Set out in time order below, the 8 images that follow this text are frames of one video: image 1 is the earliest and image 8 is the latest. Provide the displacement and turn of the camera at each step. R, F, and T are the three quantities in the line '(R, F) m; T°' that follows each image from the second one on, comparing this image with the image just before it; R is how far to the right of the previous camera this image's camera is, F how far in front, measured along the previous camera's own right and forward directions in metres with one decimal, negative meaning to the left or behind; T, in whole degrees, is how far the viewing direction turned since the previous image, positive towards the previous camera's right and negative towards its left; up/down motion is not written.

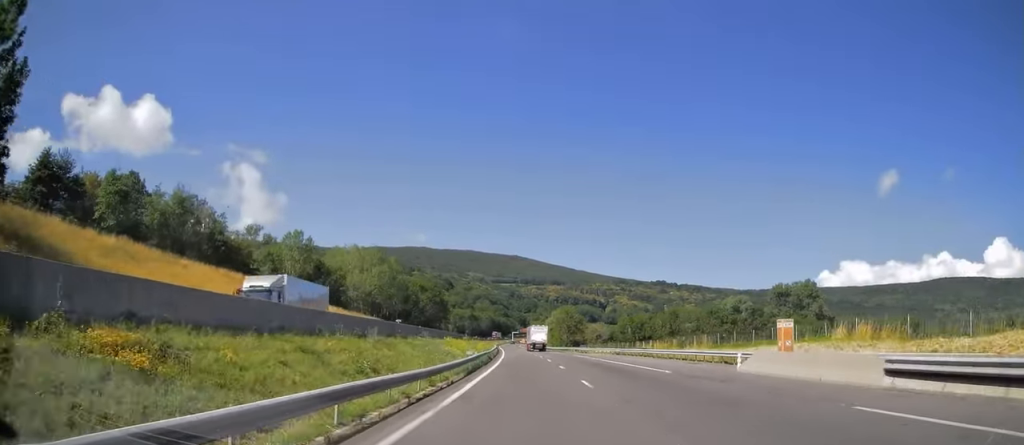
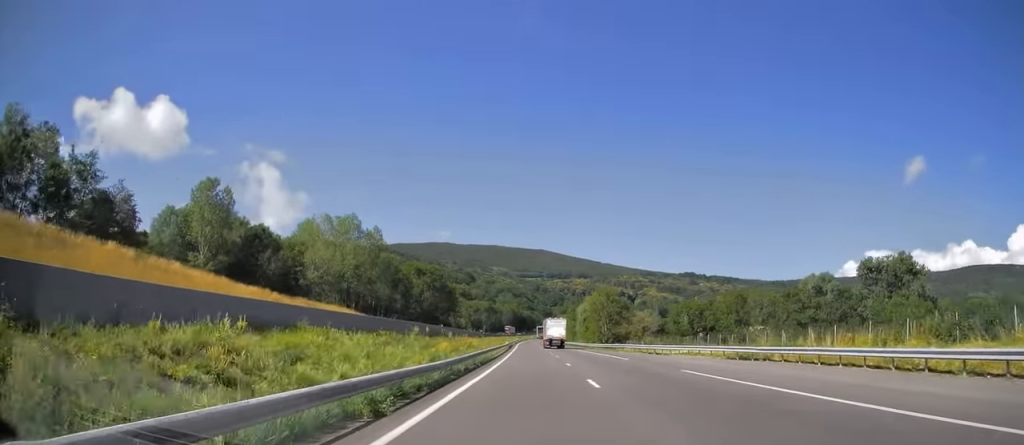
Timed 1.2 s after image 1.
(-0.7, +40.1) m; -2°
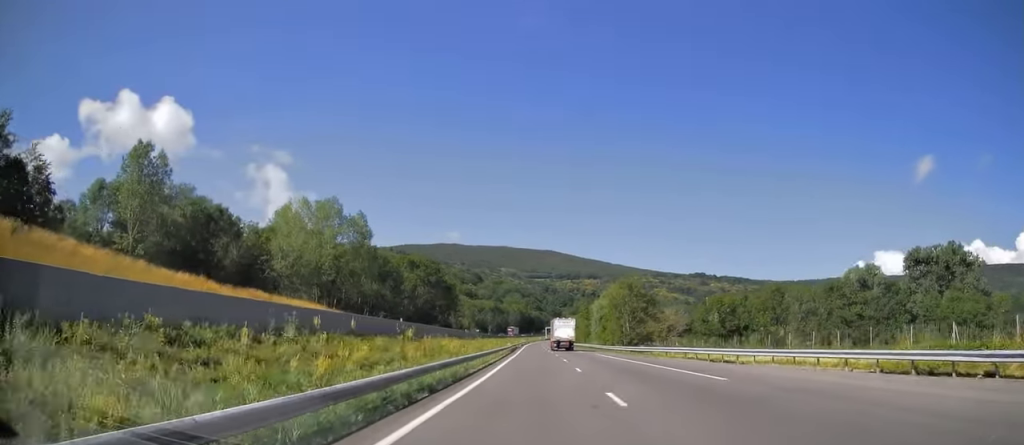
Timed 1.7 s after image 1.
(0.0, +17.2) m; -1°
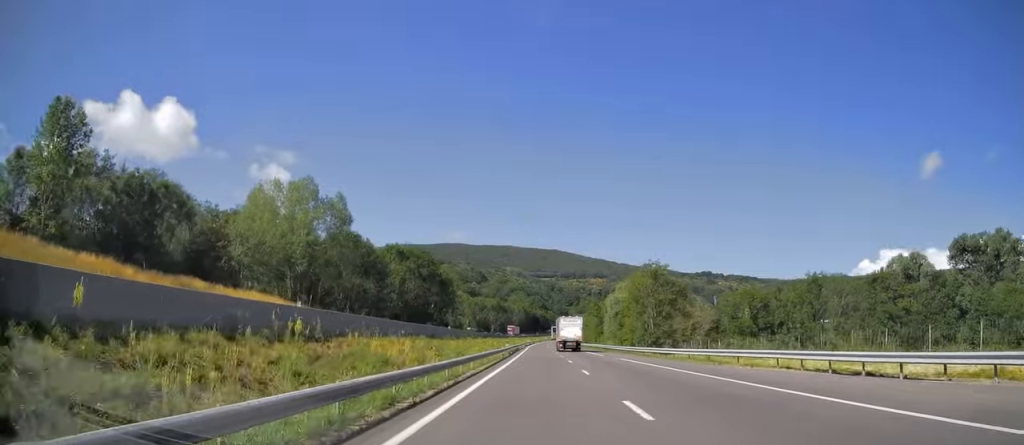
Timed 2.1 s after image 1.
(-0.2, +15.0) m; -1°
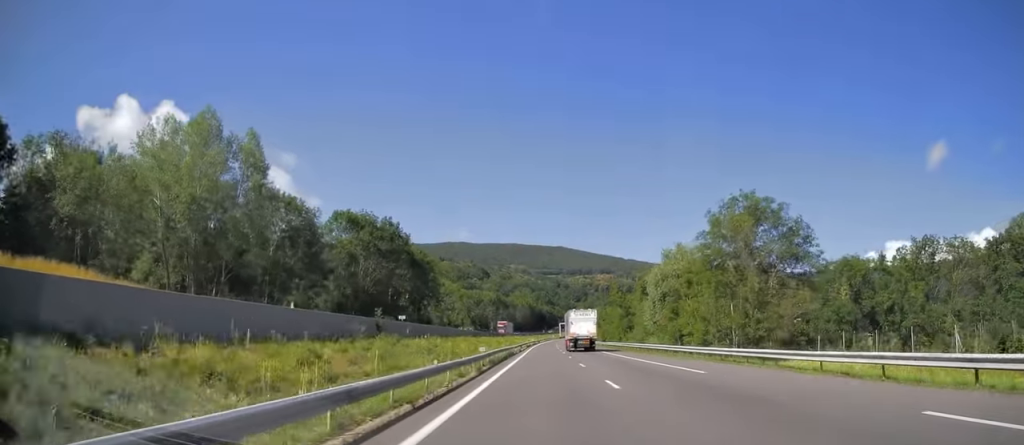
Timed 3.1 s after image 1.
(-0.5, +32.9) m; -1°
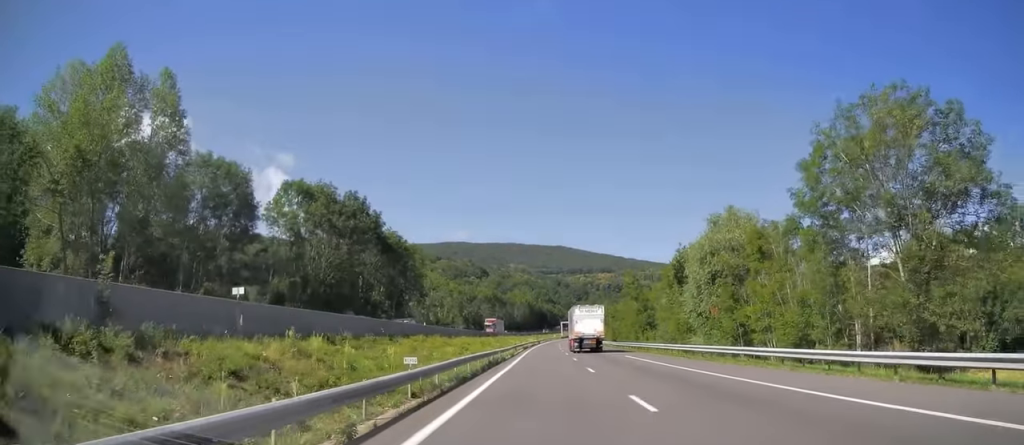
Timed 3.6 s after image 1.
(-0.1, +18.0) m; 0°
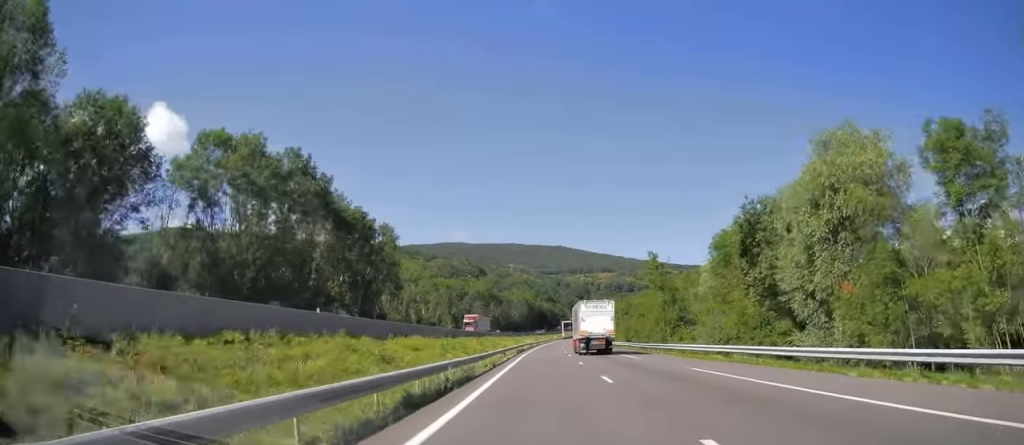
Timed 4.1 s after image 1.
(0.0, +19.2) m; 0°
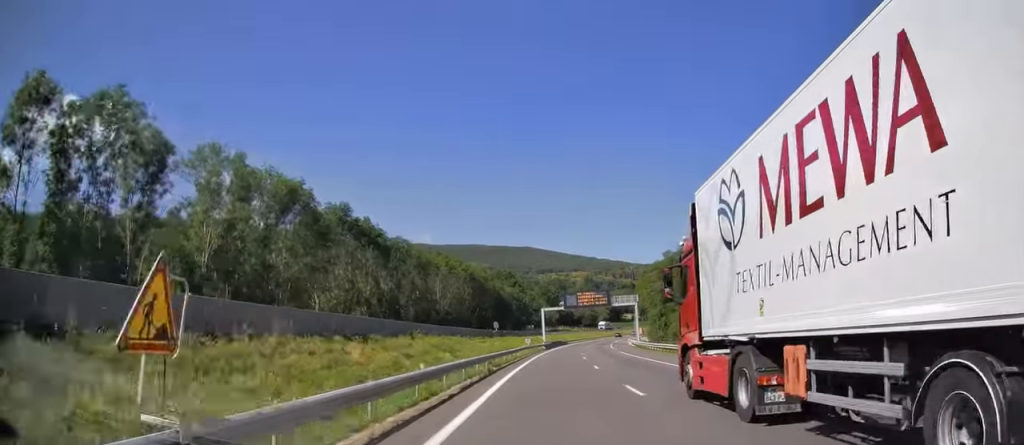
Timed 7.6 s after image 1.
(+1.4, +120.5) m; +3°
